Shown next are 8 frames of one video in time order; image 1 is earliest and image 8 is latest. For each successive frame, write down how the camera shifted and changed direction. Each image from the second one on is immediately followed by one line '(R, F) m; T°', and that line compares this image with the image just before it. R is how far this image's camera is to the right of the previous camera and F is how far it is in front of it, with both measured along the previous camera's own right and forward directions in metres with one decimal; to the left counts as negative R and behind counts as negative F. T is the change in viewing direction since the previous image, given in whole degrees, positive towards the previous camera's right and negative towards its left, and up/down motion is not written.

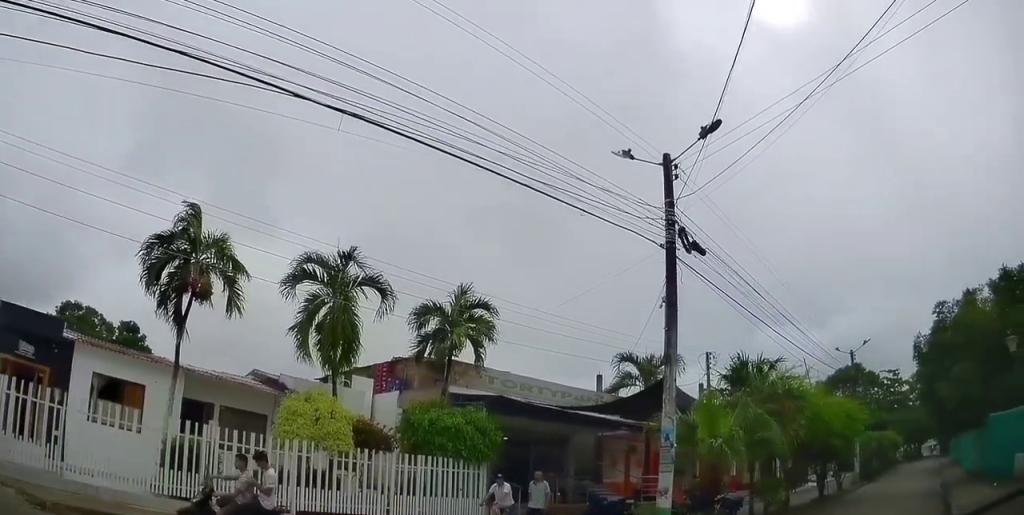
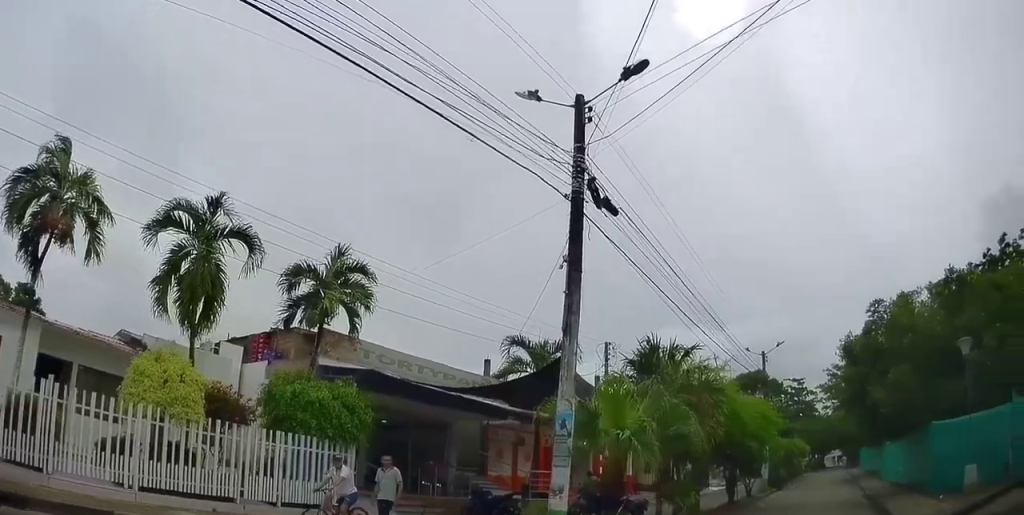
(0.0, +1.3) m; +7°
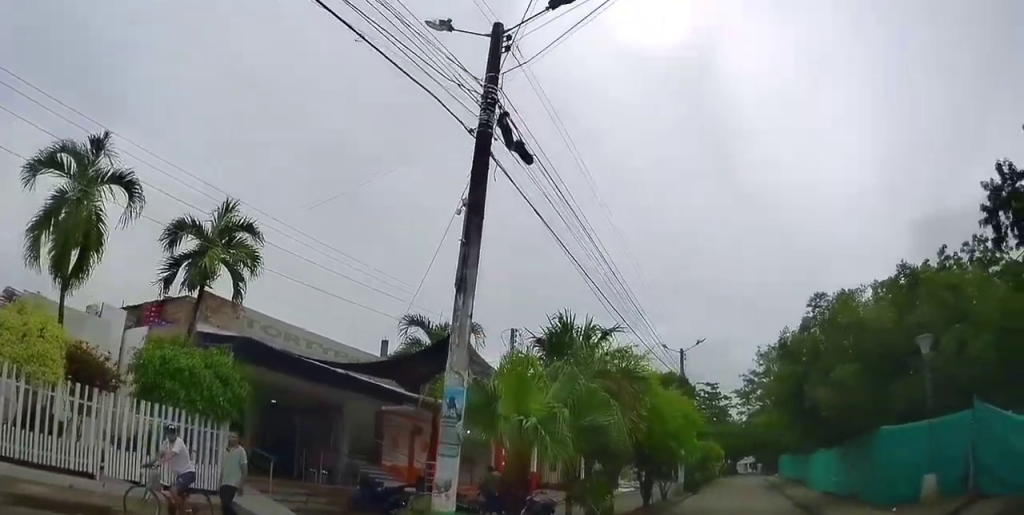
(-0.1, +1.1) m; +6°
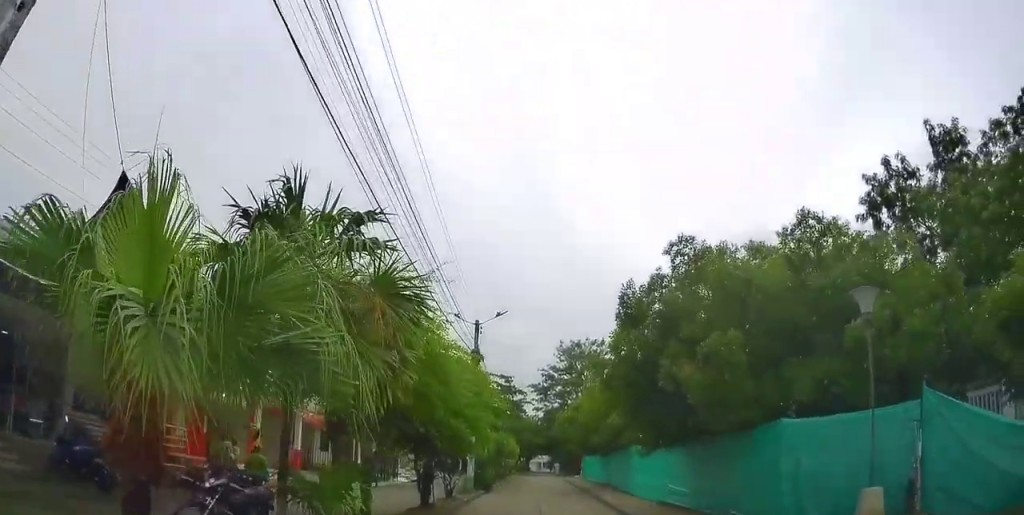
(+0.8, +3.2) m; +27°
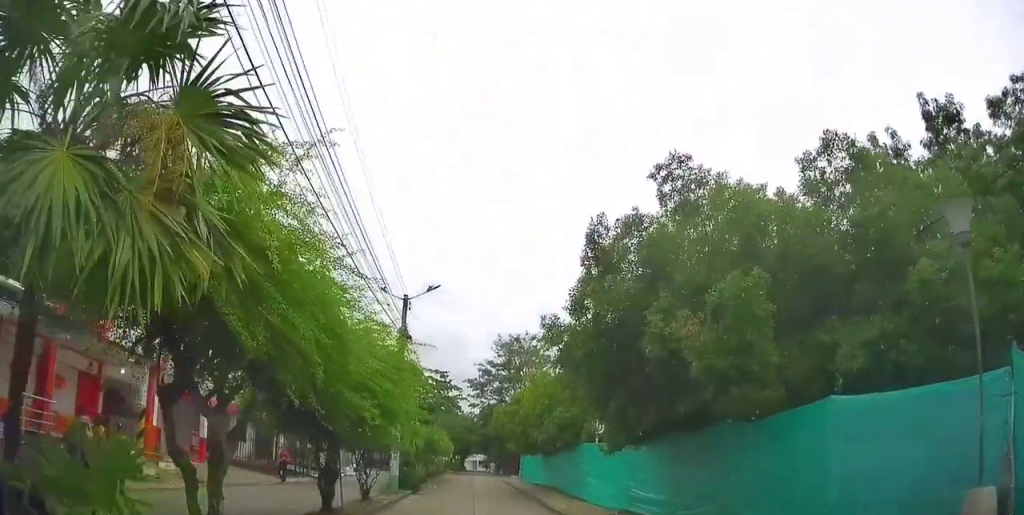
(+0.3, +2.5) m; +14°
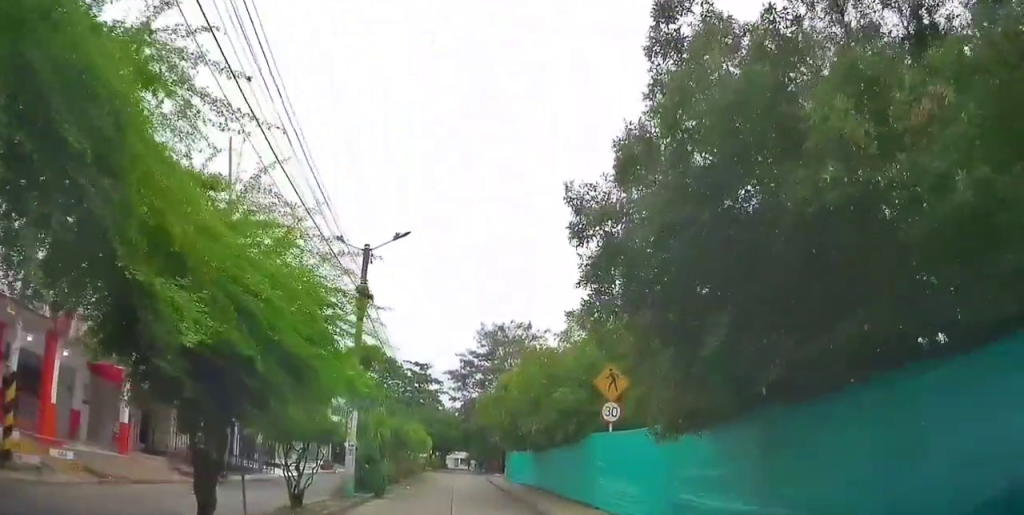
(+0.4, +3.8) m; +8°
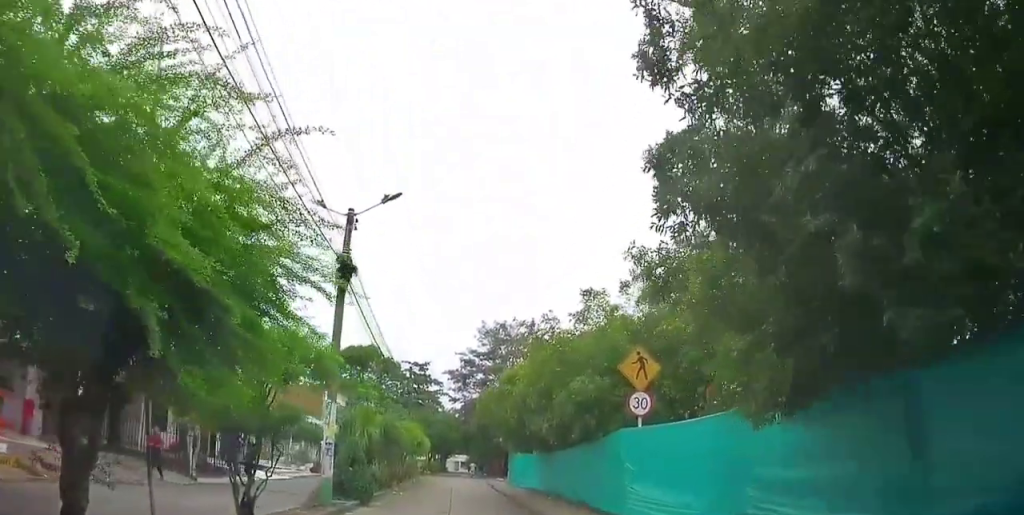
(+0.1, +2.2) m; 0°
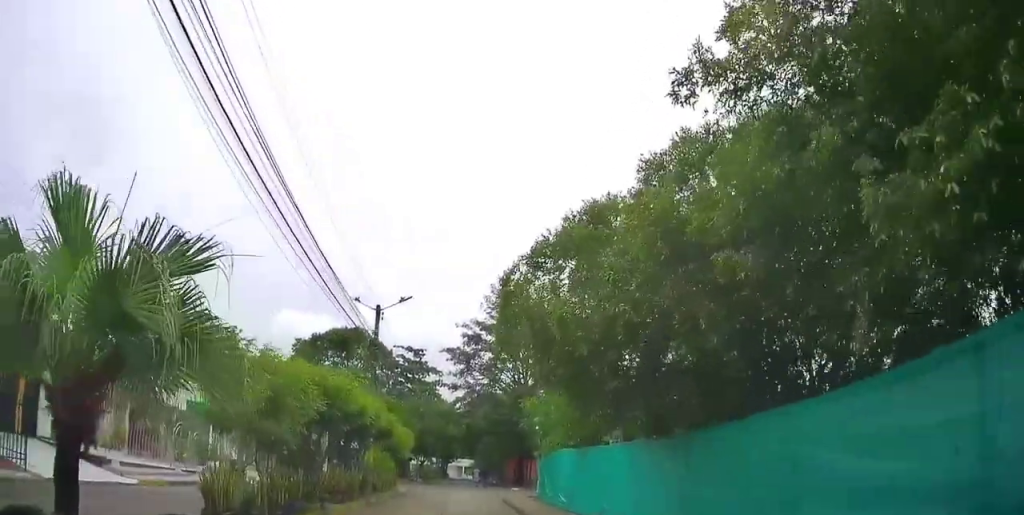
(-0.1, +12.3) m; +2°
